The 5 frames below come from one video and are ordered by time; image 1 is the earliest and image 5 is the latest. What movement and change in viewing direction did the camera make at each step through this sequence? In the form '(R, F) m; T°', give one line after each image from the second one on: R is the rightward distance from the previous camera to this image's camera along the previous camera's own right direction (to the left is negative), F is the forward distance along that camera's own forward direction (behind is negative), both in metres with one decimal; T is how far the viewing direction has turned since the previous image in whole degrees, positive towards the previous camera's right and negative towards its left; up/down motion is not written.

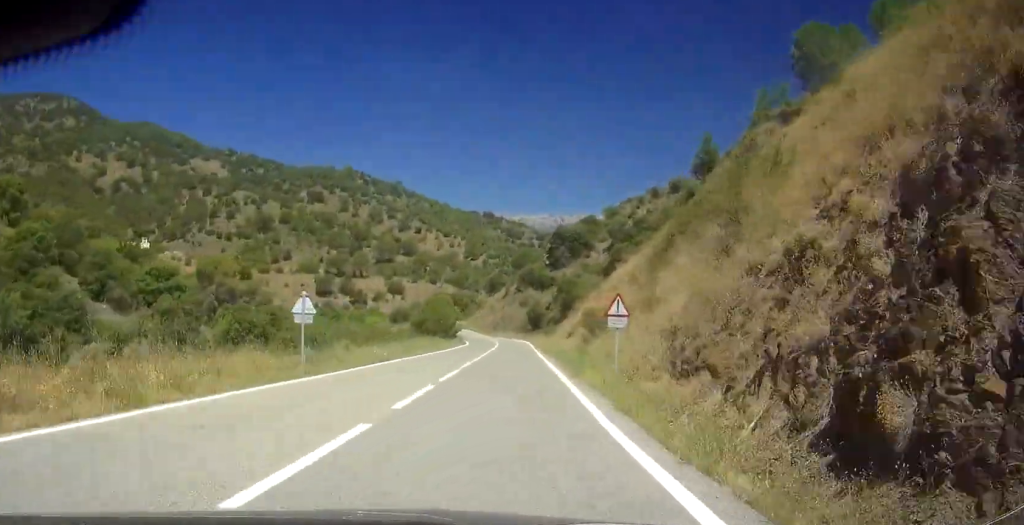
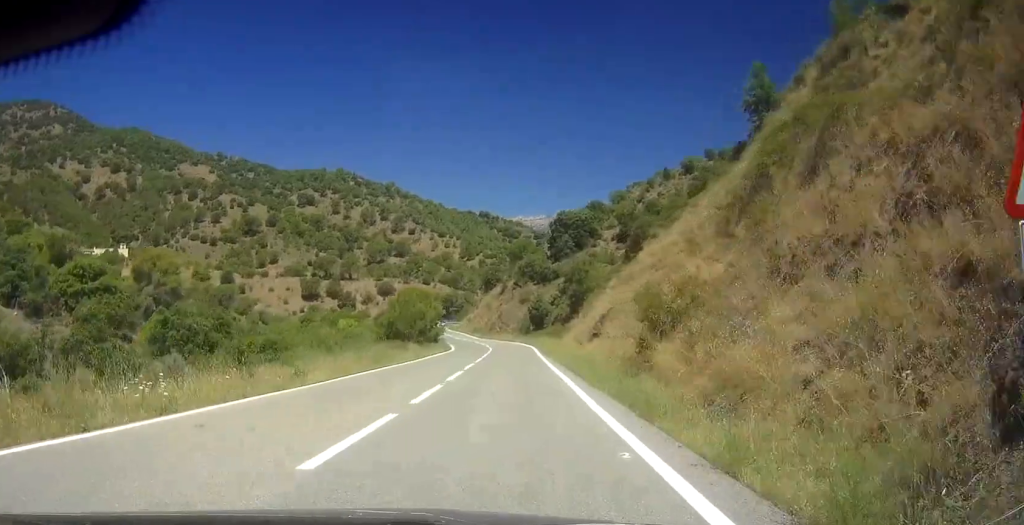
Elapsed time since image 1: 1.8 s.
(-1.7, +21.9) m; -5°
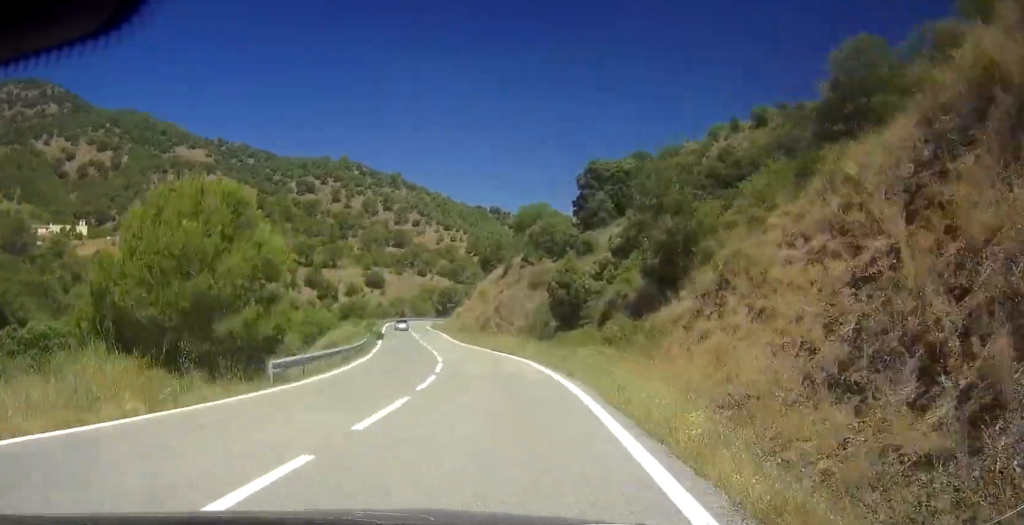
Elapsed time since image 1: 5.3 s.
(-0.1, +46.3) m; -3°
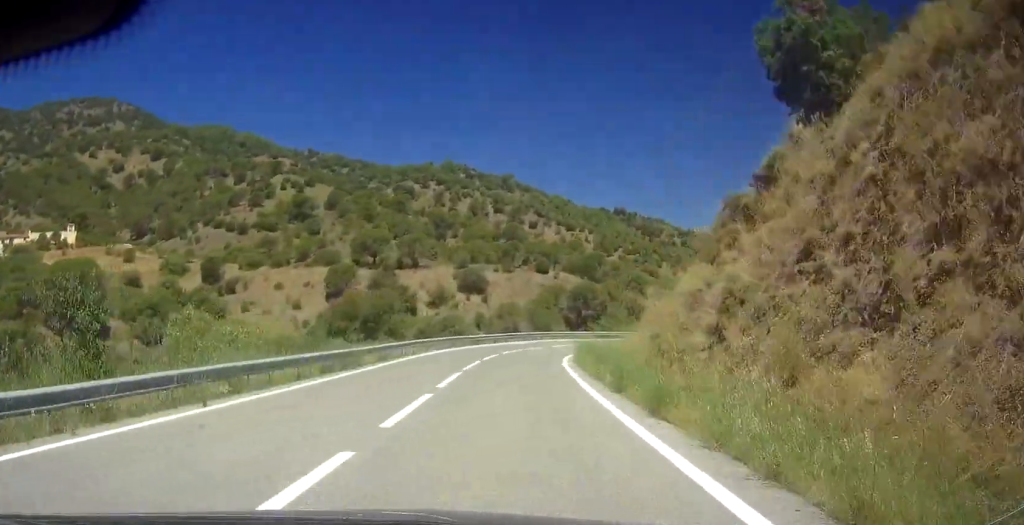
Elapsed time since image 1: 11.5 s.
(-3.0, +86.8) m; +7°
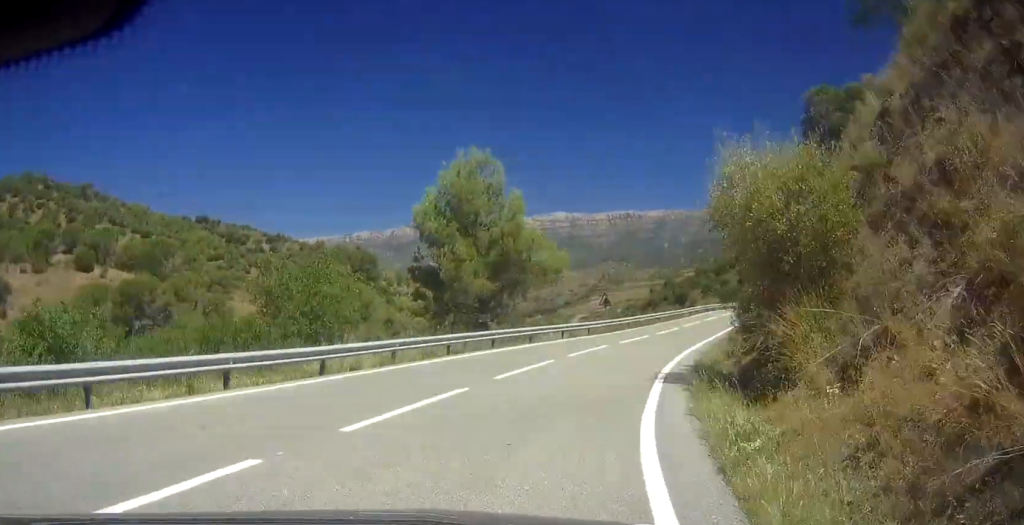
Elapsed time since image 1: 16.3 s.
(+12.2, +64.0) m; +28°
